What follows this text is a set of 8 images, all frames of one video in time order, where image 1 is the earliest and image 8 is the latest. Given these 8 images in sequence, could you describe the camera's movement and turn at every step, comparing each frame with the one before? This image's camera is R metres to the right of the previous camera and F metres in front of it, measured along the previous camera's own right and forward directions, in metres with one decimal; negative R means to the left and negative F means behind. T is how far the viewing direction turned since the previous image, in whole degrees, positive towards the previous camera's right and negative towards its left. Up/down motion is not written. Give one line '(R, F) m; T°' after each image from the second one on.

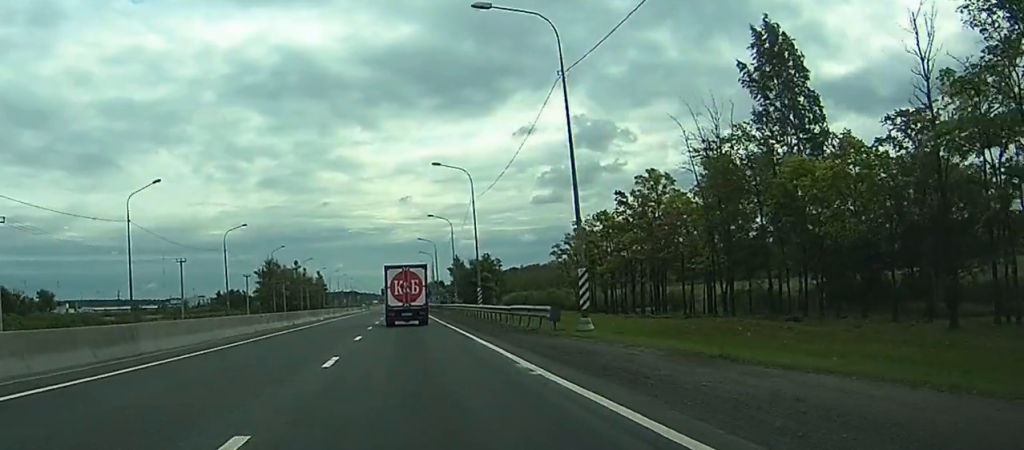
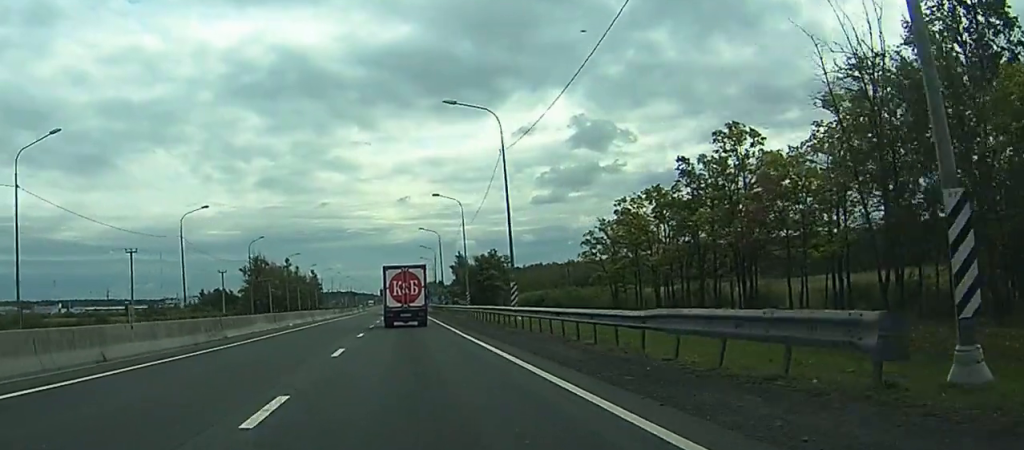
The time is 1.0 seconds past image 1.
(0.0, +21.6) m; +3°
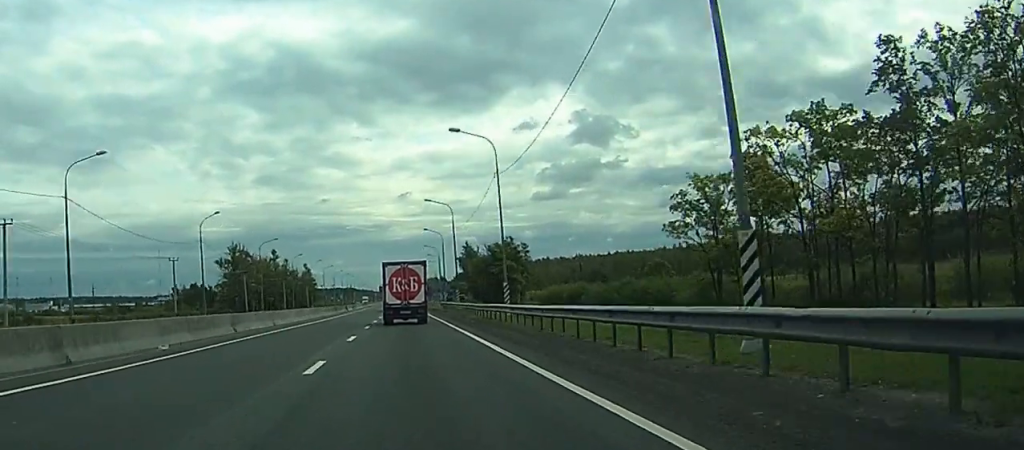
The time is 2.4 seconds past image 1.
(+1.7, +31.3) m; +4°
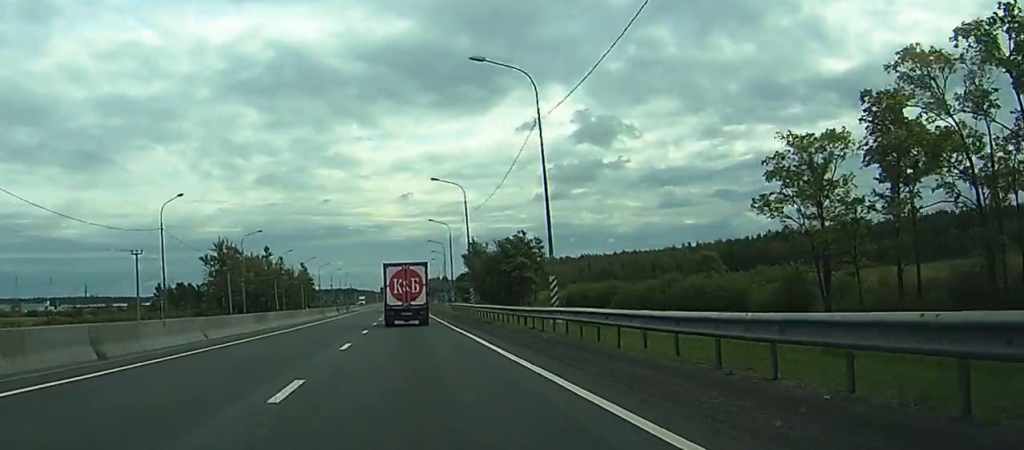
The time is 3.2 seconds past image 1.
(0.0, +16.3) m; 0°
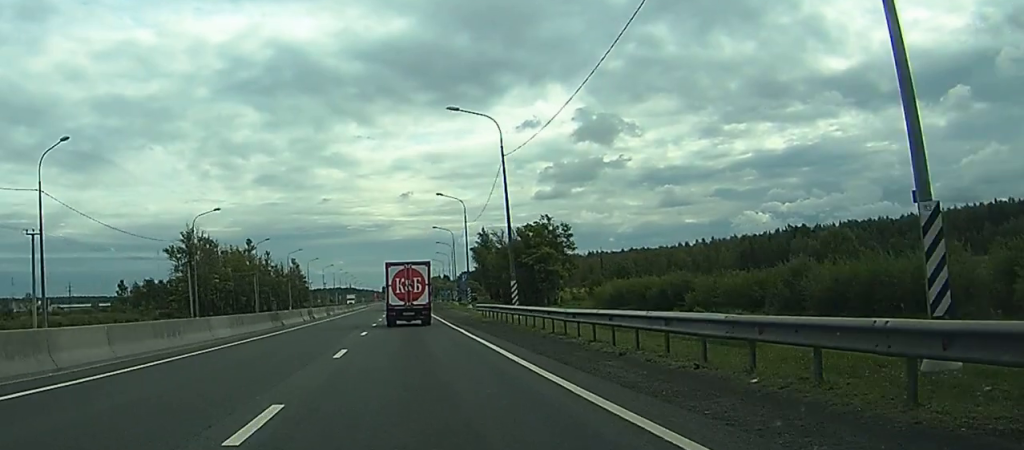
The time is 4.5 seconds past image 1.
(-0.1, +27.1) m; 0°
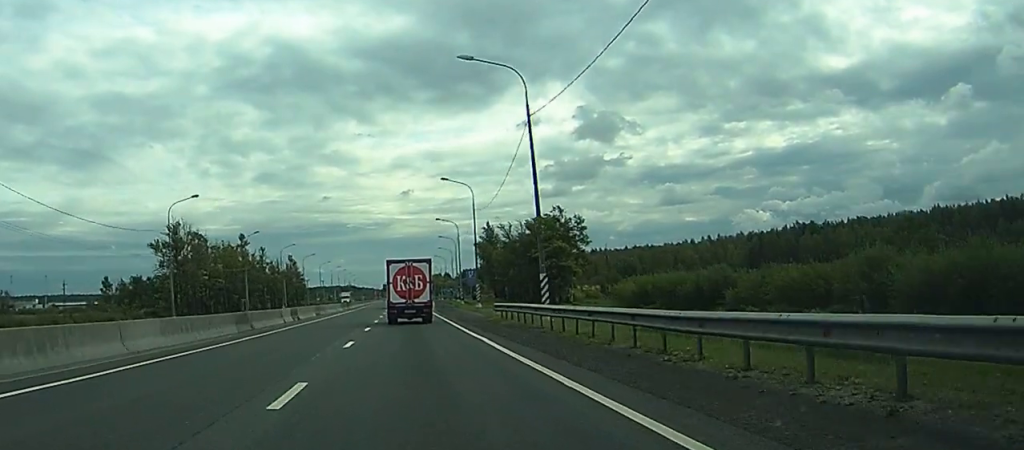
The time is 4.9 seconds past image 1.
(0.0, +9.7) m; 0°
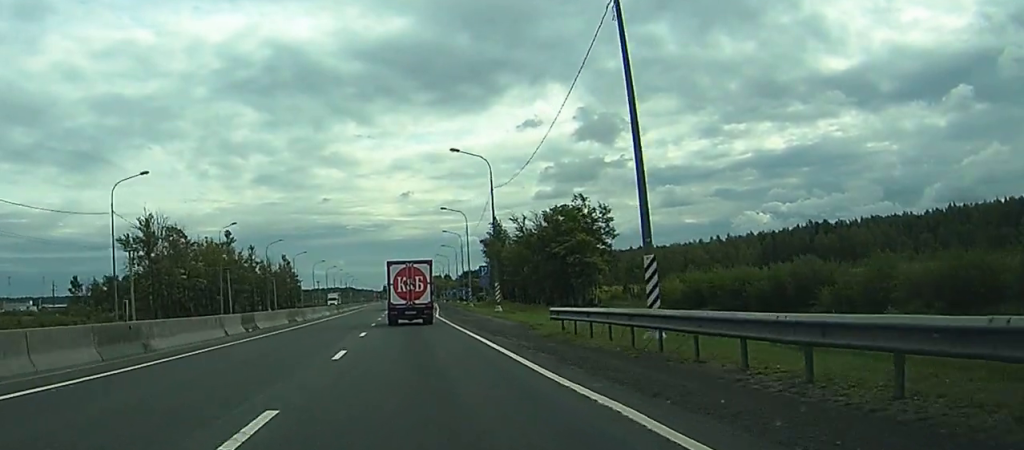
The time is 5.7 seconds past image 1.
(0.0, +15.8) m; 0°
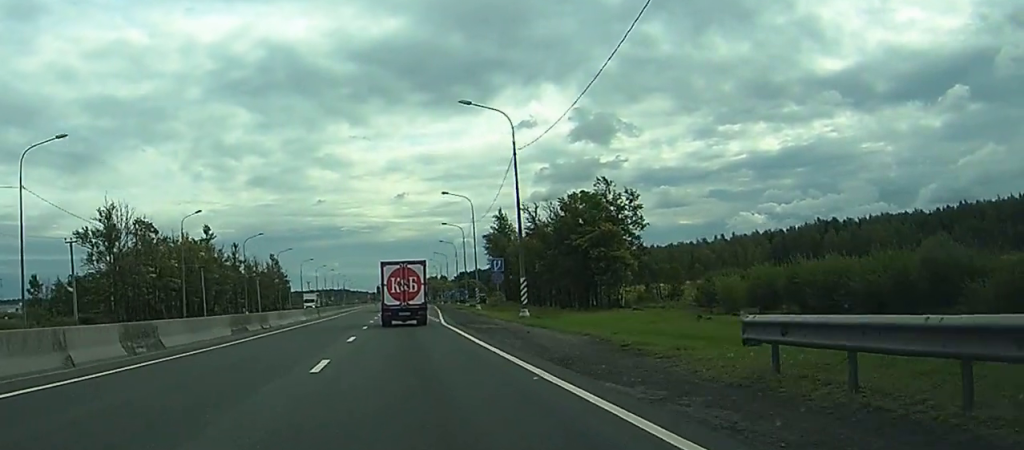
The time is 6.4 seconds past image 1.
(0.0, +15.1) m; 0°
